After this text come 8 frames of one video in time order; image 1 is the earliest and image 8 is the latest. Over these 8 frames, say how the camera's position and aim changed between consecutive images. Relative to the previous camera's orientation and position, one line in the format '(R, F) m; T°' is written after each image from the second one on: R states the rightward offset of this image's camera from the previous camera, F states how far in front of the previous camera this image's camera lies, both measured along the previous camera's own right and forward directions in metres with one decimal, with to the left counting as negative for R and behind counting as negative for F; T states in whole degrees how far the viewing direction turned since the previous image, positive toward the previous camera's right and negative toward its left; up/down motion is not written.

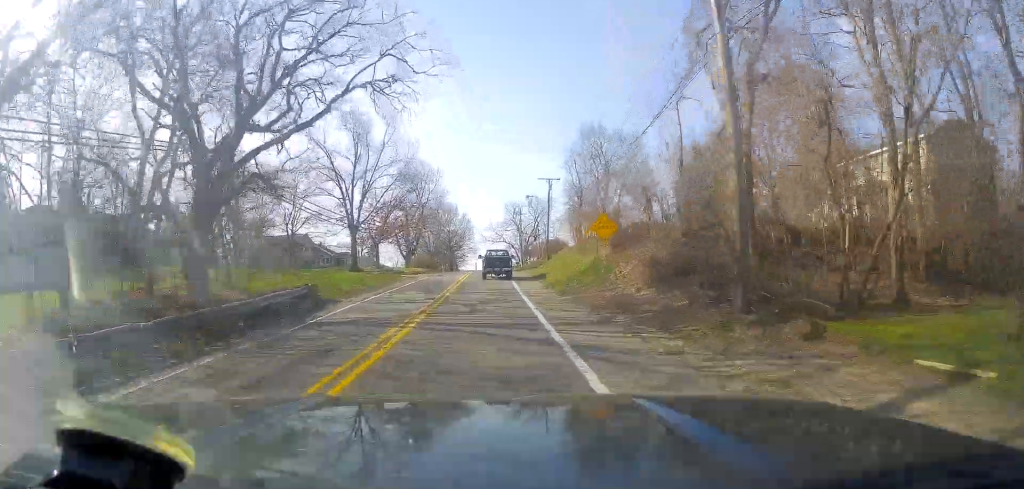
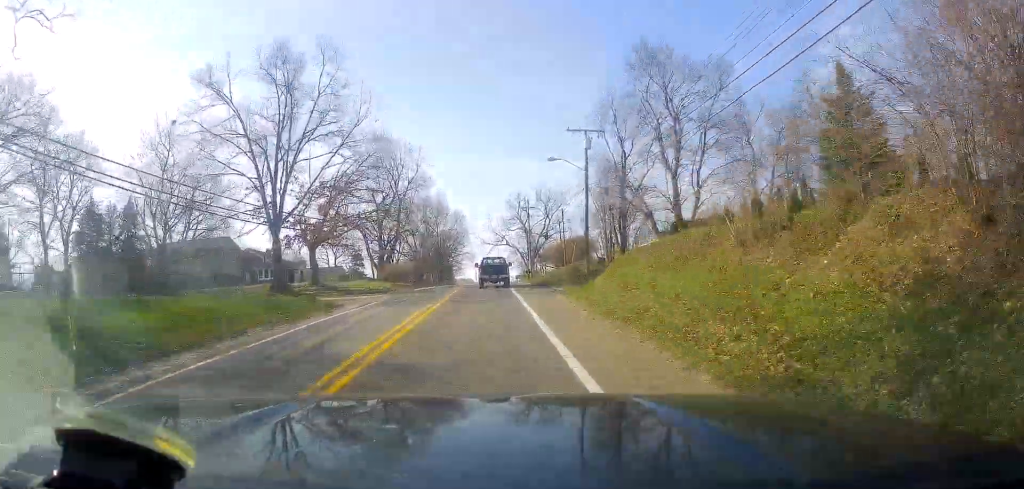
(+0.6, +27.0) m; 0°
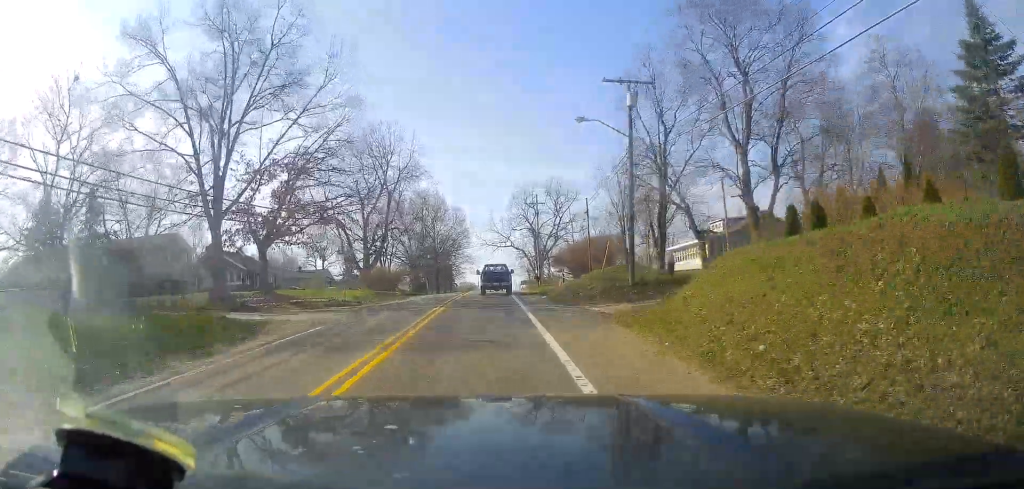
(-0.4, +11.1) m; 0°
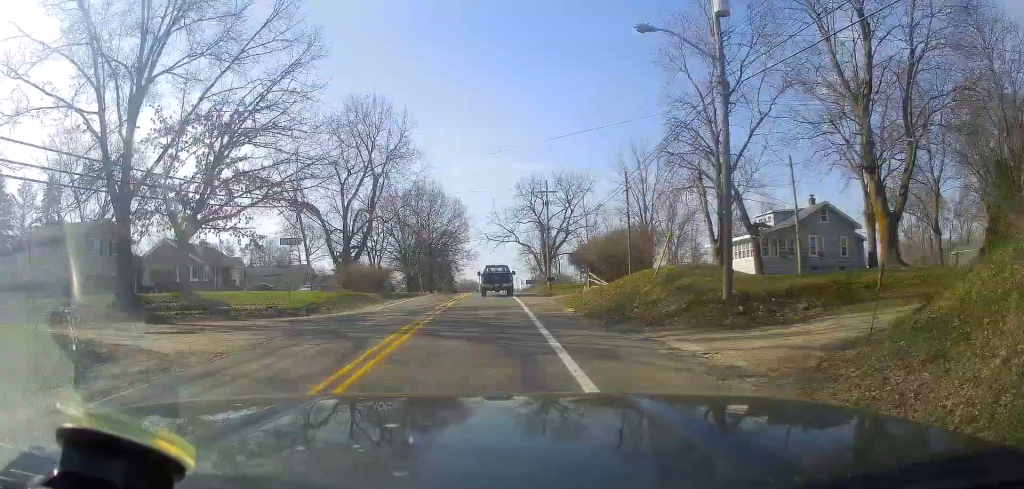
(-0.4, +10.4) m; 0°
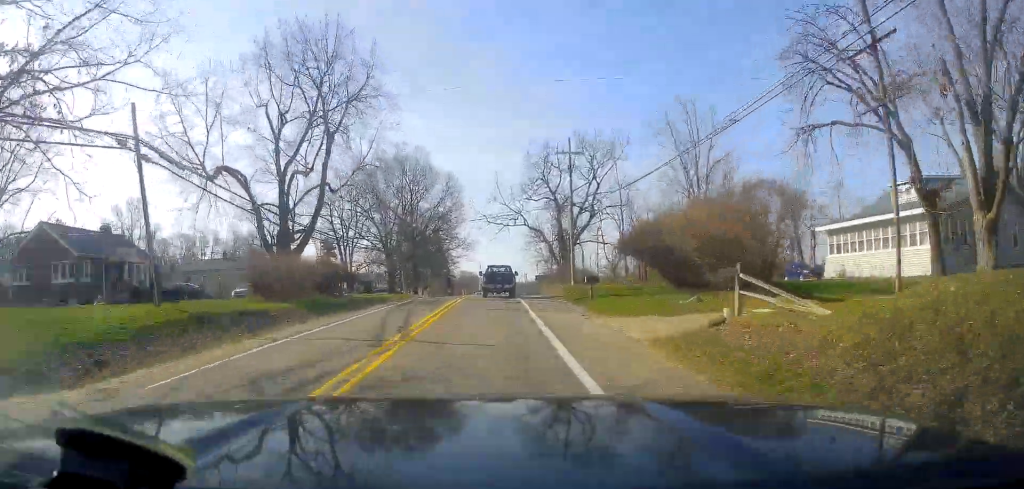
(+0.8, +18.6) m; +1°
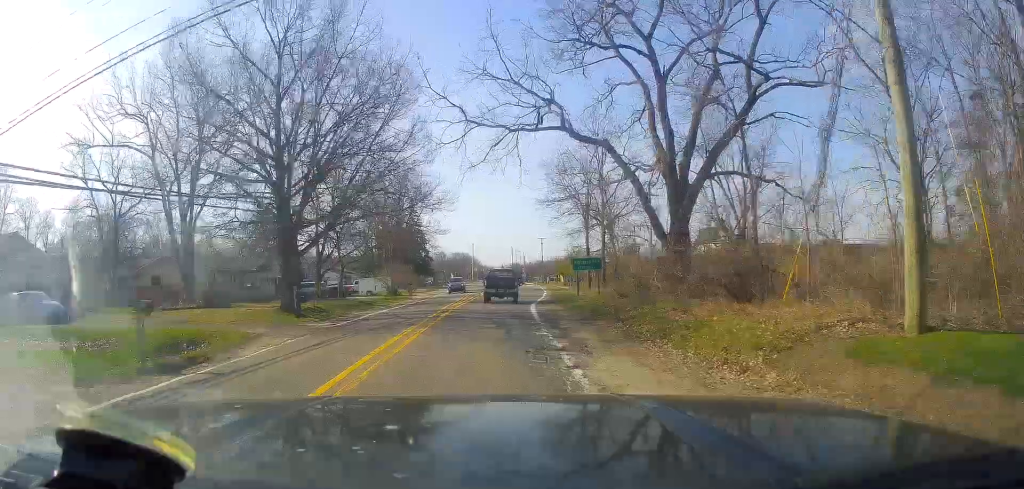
(-0.2, +38.7) m; -1°
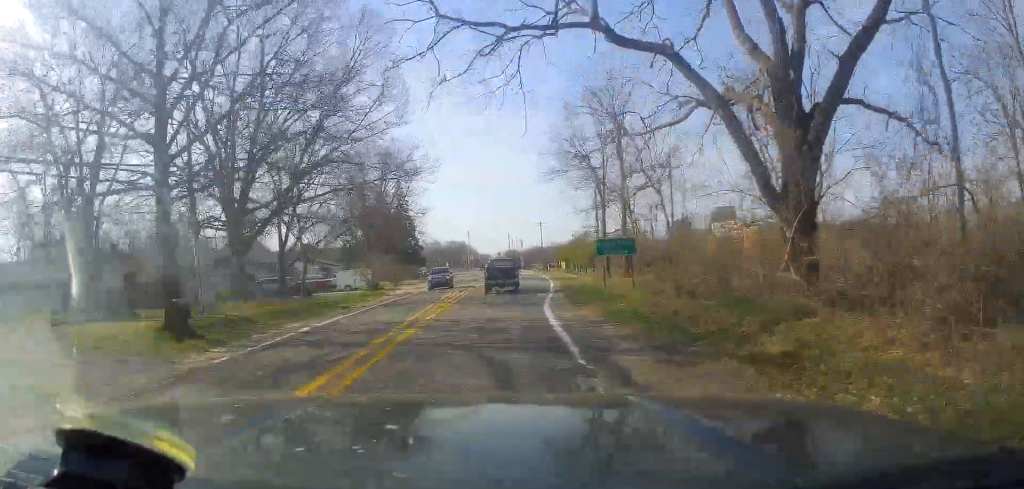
(-0.4, +9.5) m; 0°
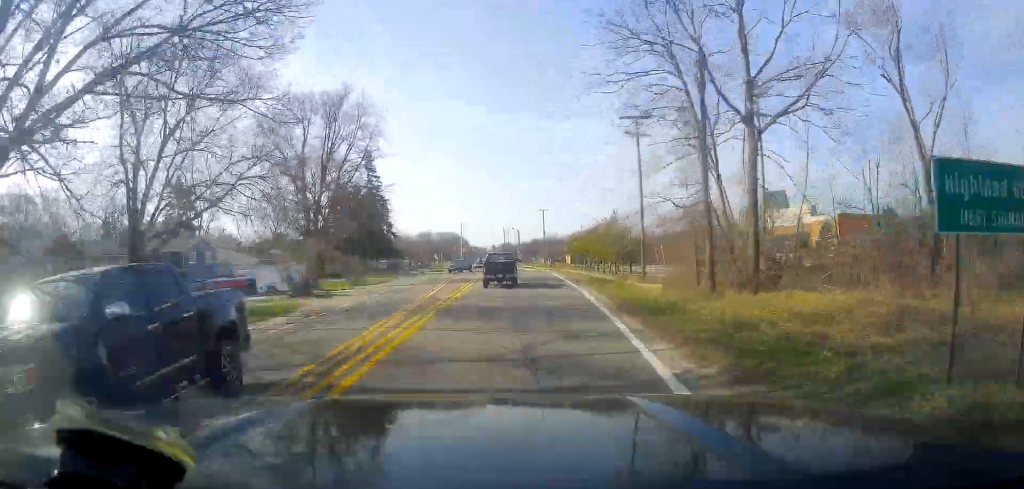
(+0.4, +21.1) m; +1°
